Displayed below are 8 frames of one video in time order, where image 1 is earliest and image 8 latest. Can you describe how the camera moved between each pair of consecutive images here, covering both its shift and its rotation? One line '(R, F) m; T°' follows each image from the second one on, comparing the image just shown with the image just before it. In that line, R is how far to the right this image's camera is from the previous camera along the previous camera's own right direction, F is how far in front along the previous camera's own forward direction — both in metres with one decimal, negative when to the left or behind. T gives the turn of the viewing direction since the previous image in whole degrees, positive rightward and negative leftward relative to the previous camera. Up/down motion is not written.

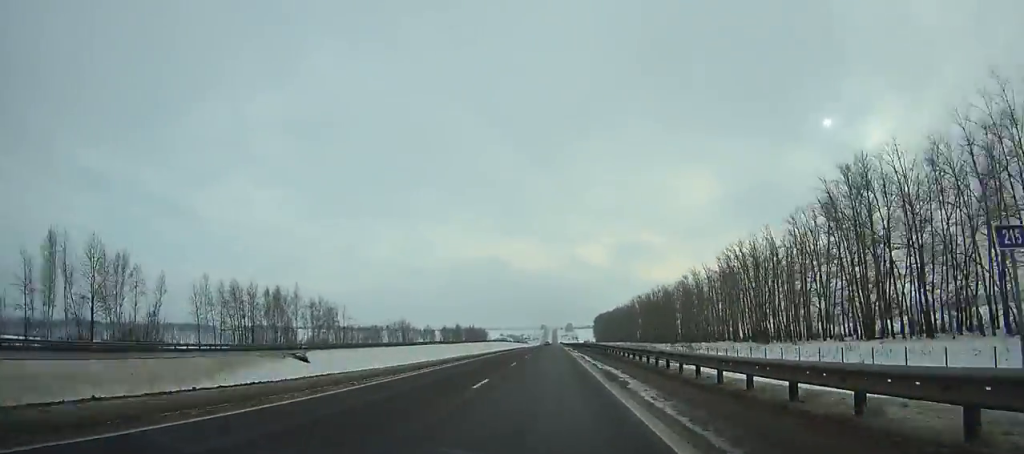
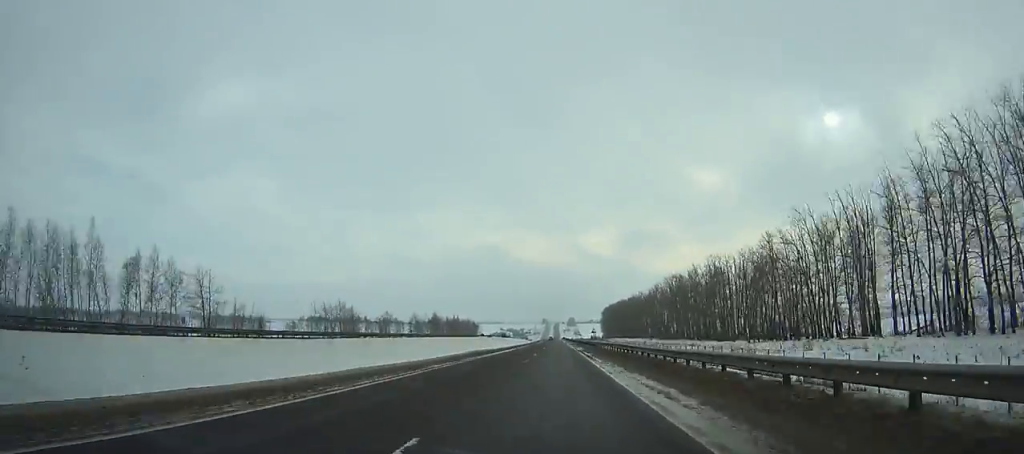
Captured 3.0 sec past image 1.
(-0.2, +70.6) m; 0°
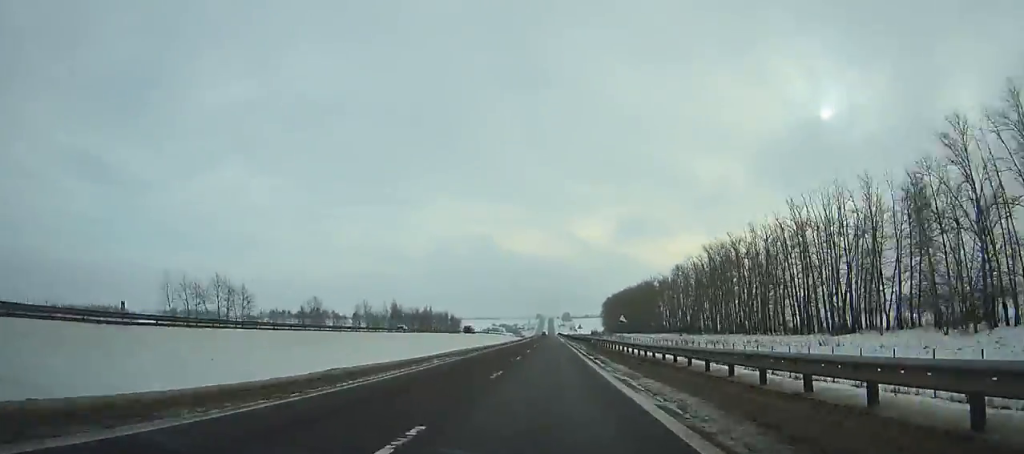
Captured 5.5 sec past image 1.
(+0.3, +59.0) m; 0°
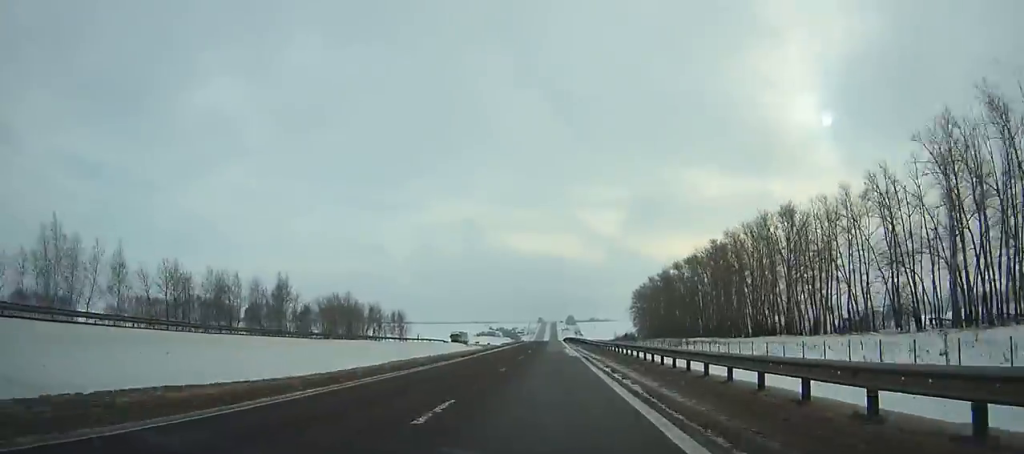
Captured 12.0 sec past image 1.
(0.0, +152.0) m; 0°
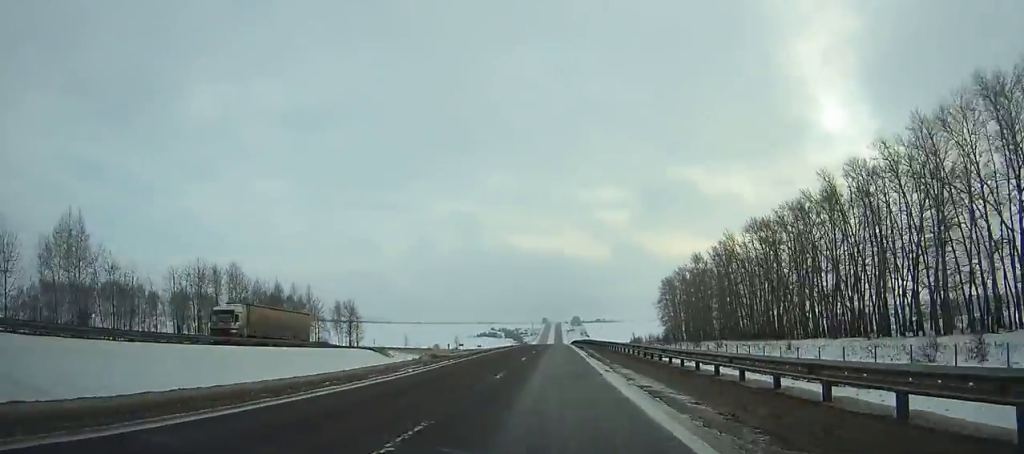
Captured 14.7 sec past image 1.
(-0.3, +61.8) m; 0°
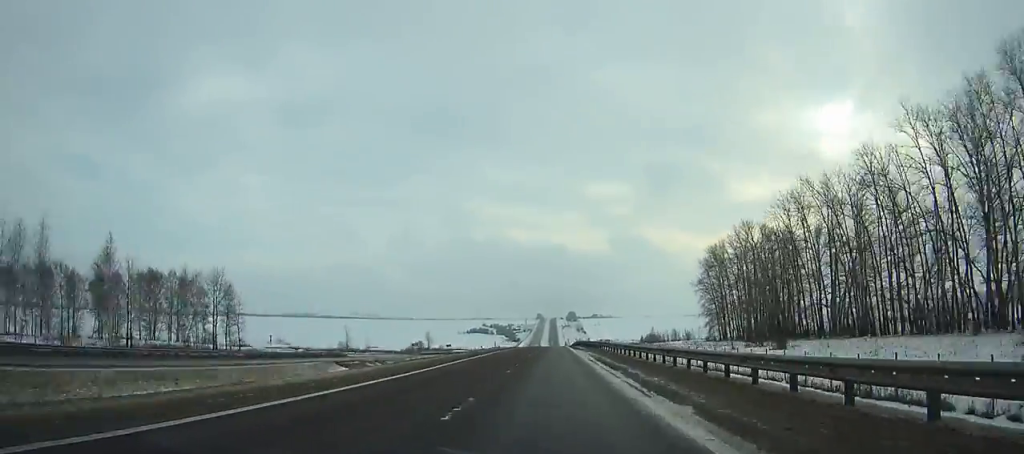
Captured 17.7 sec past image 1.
(0.0, +67.8) m; 0°
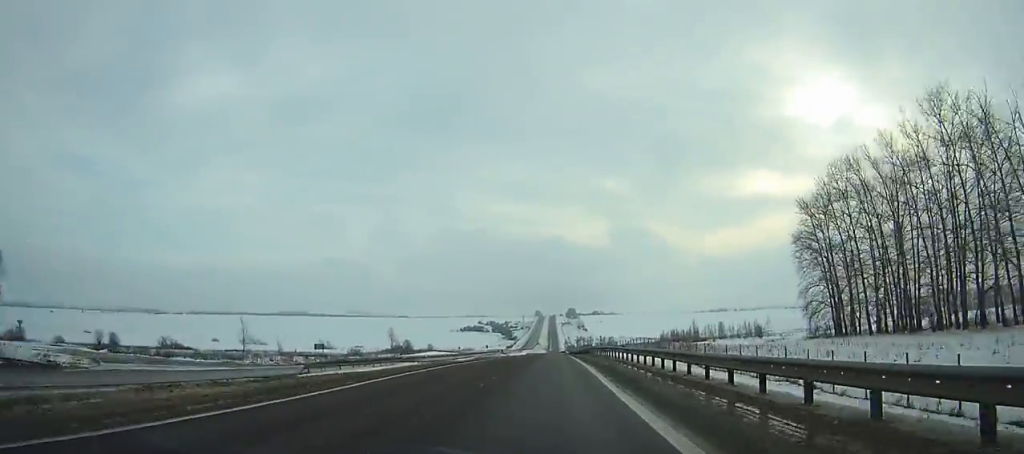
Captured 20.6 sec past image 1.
(+0.1, +65.2) m; 0°
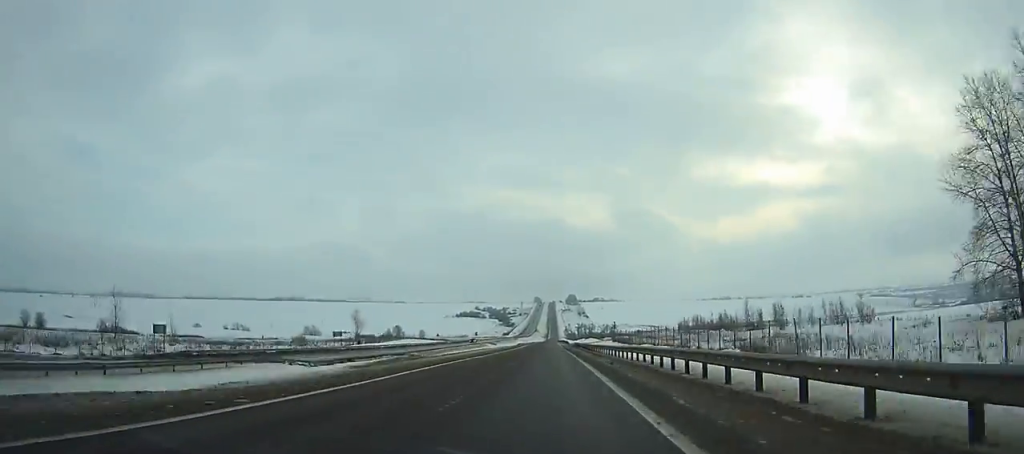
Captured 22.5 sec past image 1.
(0.0, +42.9) m; 0°
